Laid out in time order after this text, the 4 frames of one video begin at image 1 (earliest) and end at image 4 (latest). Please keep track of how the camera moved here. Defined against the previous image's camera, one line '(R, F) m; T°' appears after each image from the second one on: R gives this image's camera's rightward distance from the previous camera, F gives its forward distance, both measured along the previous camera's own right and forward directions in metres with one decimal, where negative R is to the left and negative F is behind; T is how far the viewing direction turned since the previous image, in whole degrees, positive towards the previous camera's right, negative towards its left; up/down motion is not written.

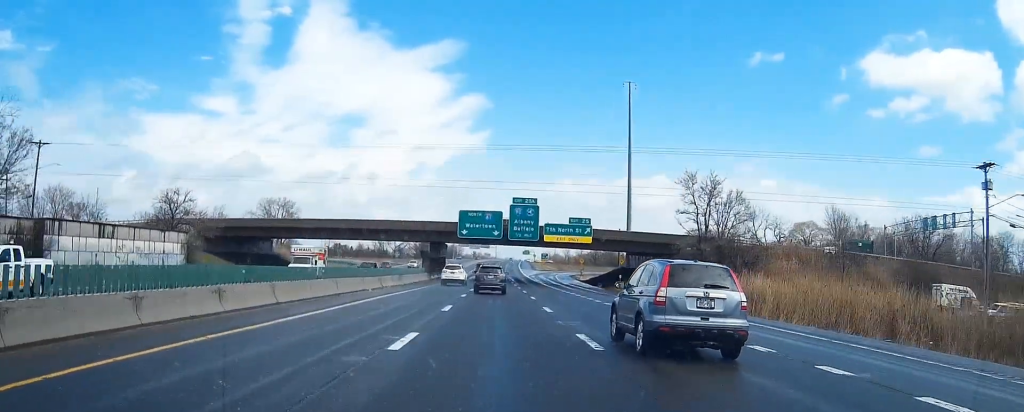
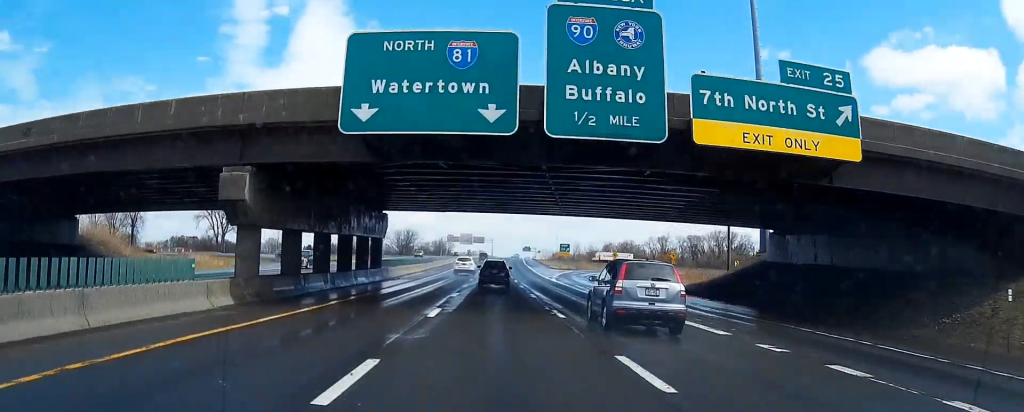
(0.0, +65.9) m; +1°
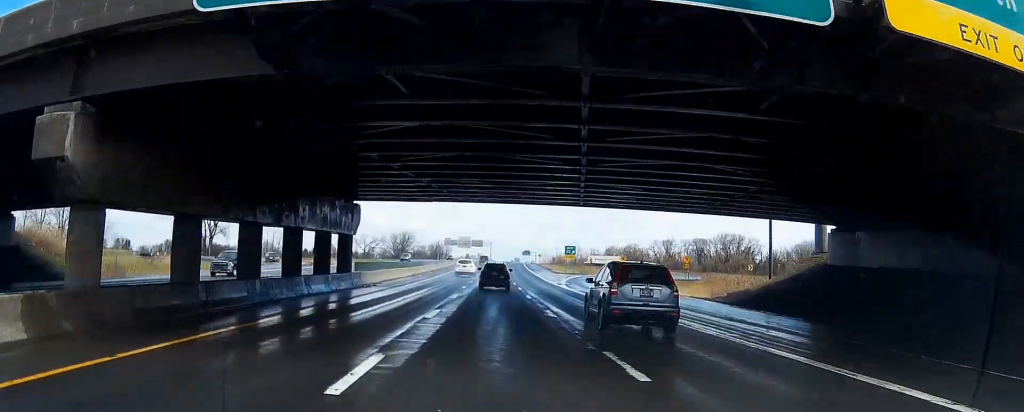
(+0.1, +11.4) m; +1°
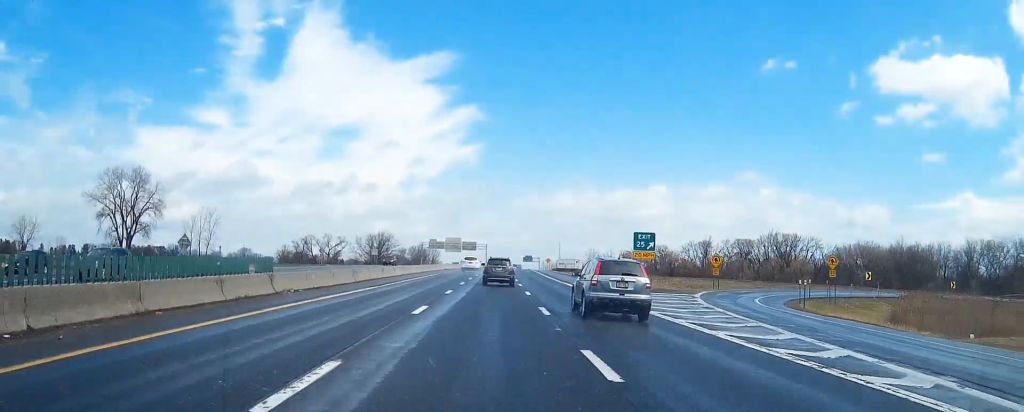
(+0.9, +62.4) m; +1°
